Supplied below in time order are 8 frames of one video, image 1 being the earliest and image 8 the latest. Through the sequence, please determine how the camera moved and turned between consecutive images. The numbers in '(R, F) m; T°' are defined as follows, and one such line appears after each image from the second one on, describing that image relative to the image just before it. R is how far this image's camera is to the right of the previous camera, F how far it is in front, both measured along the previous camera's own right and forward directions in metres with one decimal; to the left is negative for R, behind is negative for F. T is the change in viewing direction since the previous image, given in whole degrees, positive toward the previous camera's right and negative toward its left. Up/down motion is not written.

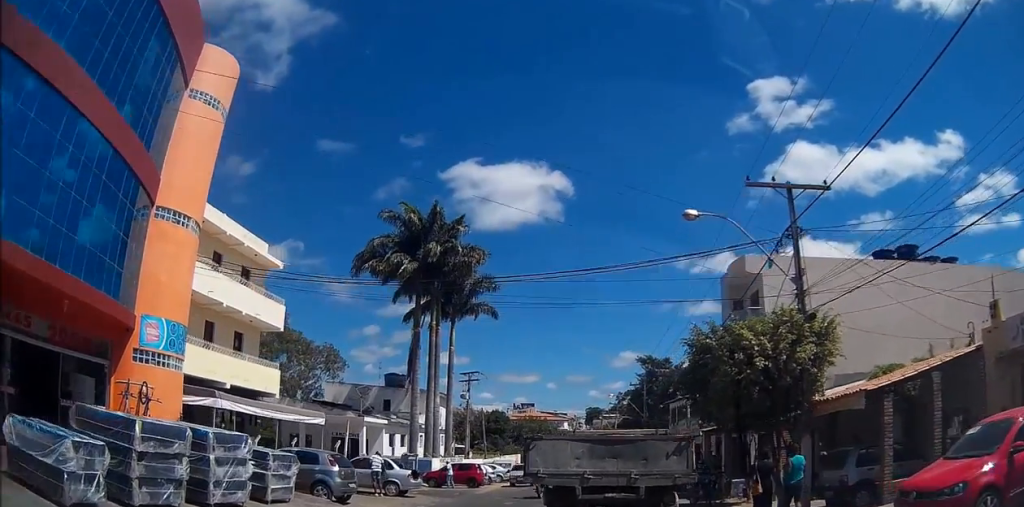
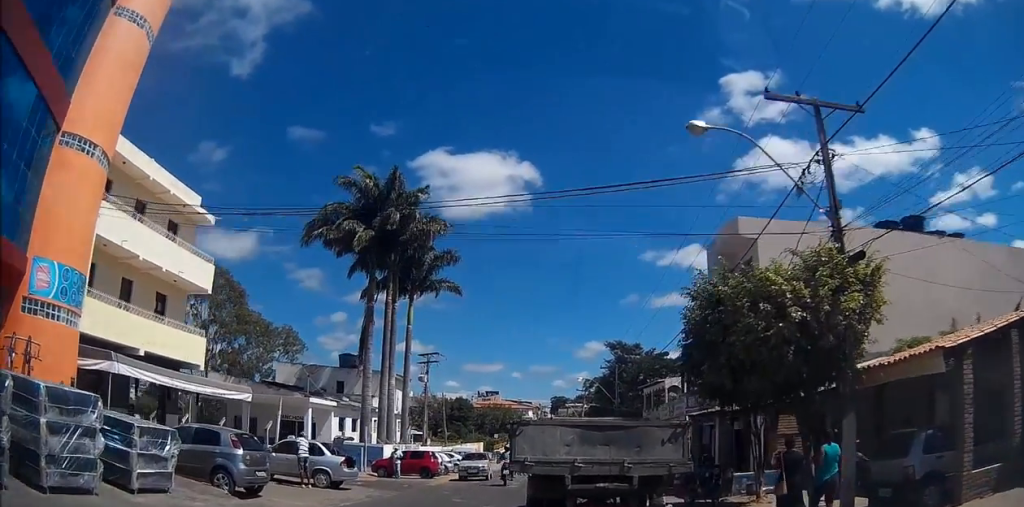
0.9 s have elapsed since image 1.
(0.0, +3.9) m; 0°
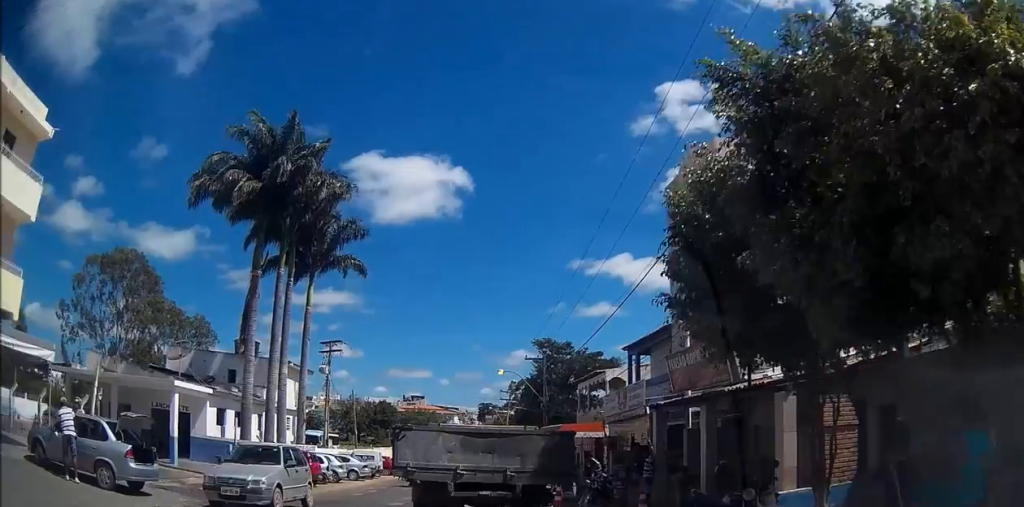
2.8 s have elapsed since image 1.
(+0.1, +7.6) m; +2°
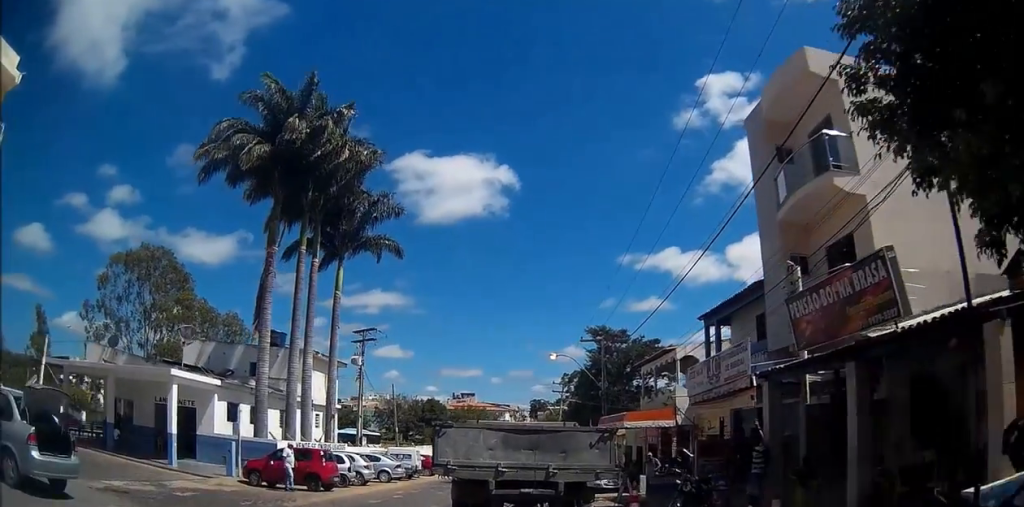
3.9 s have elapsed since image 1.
(0.0, +4.1) m; -1°
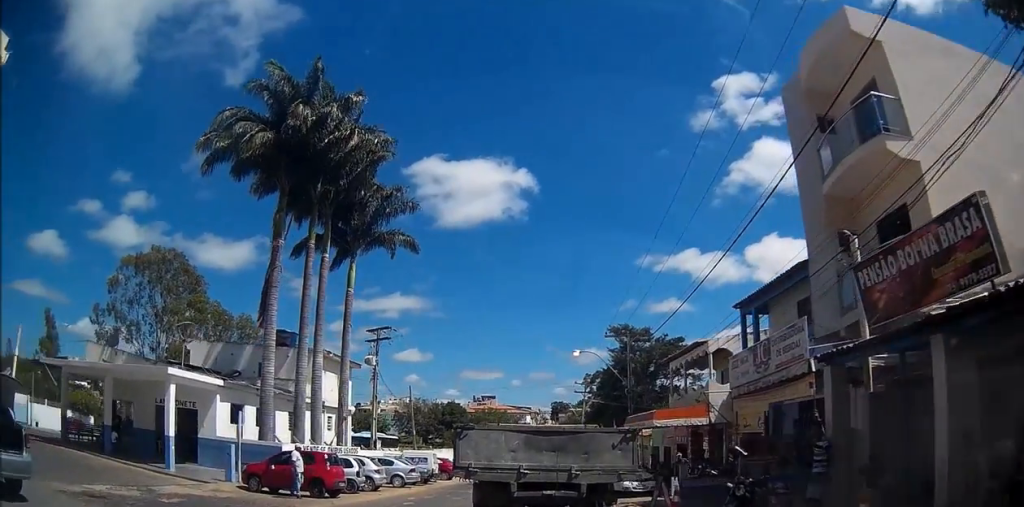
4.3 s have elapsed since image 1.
(0.0, +1.7) m; -1°
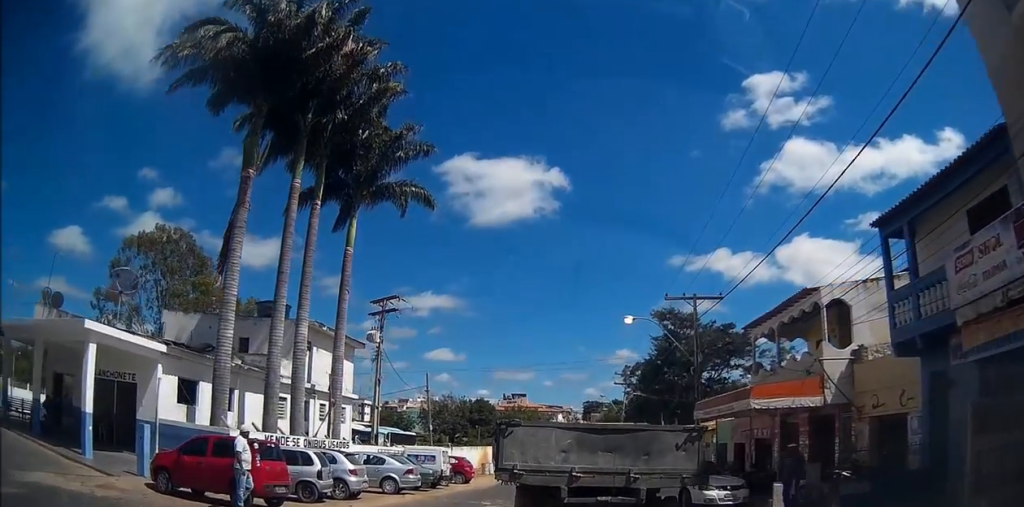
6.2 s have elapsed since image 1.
(-0.2, +7.1) m; -3°
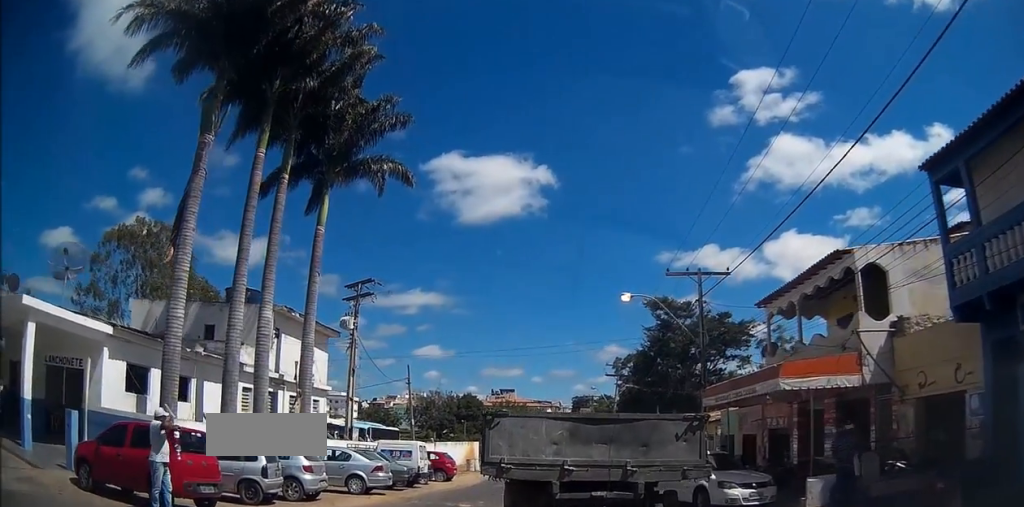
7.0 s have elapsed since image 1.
(0.0, +2.9) m; -1°
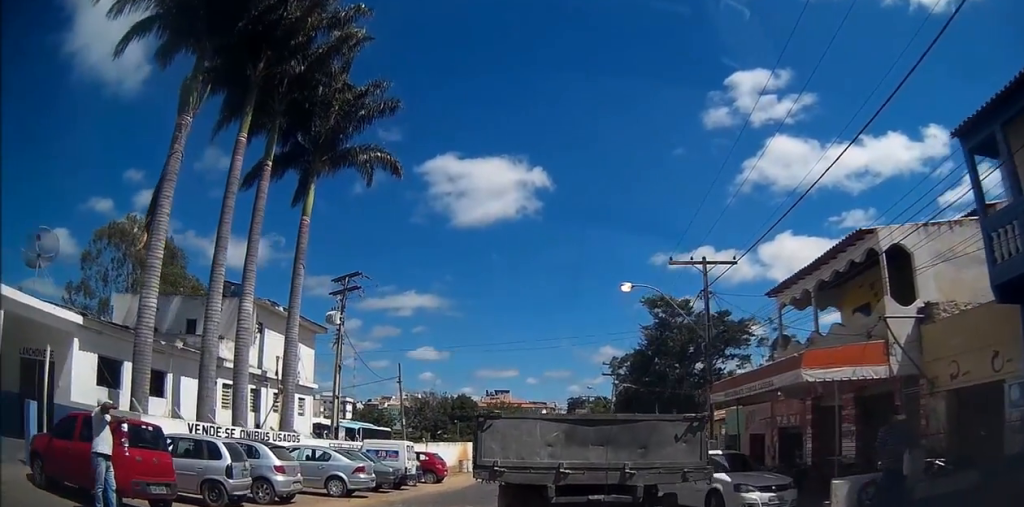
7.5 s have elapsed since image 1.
(0.0, +1.8) m; -1°
